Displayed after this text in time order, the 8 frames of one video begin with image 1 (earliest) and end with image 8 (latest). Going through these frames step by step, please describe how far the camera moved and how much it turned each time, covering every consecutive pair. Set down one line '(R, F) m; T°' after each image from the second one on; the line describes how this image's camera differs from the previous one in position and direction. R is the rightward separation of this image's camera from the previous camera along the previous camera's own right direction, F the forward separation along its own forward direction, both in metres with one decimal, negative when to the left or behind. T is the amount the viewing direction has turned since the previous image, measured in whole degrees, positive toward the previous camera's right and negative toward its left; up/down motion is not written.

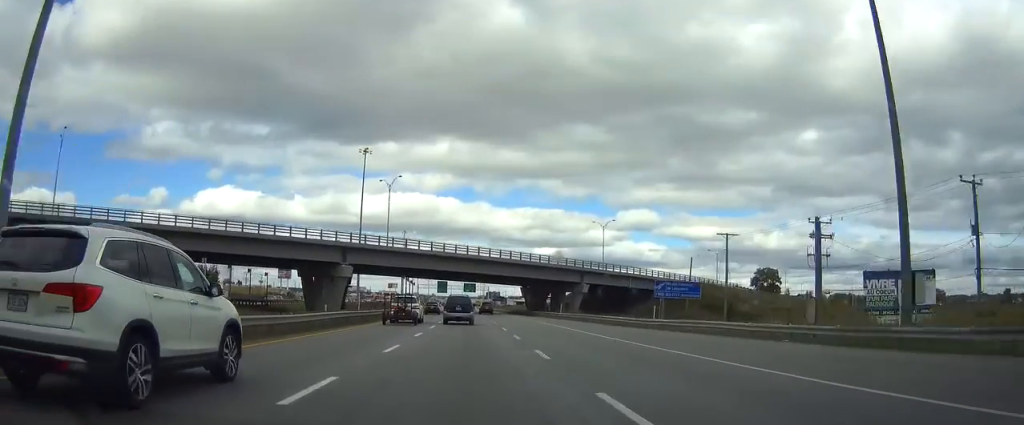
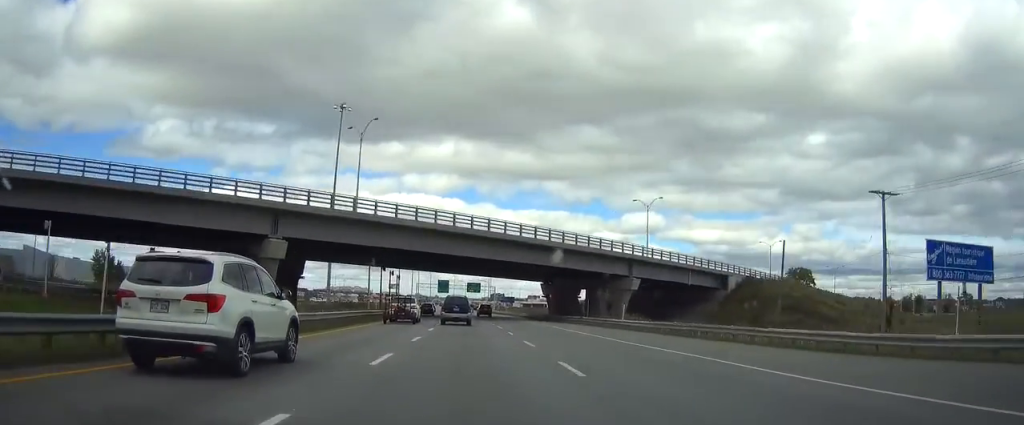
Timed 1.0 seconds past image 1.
(-0.1, +31.0) m; 0°
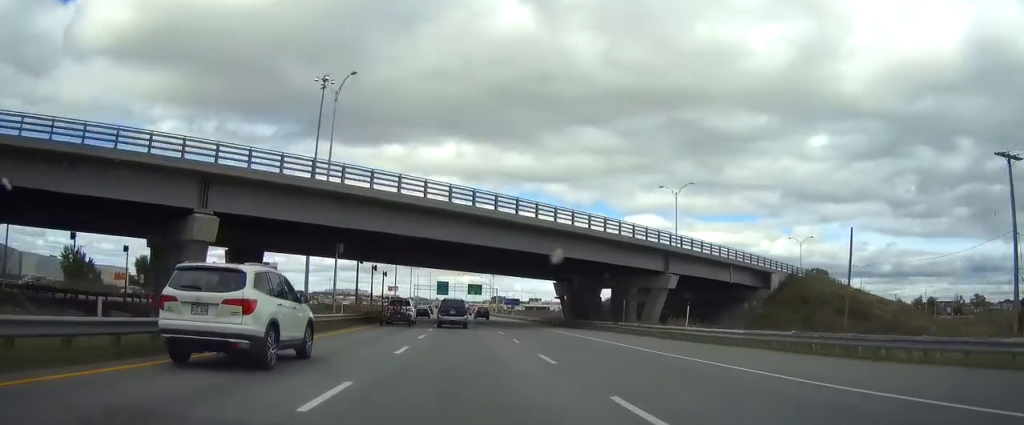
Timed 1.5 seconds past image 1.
(0.0, +14.5) m; 0°
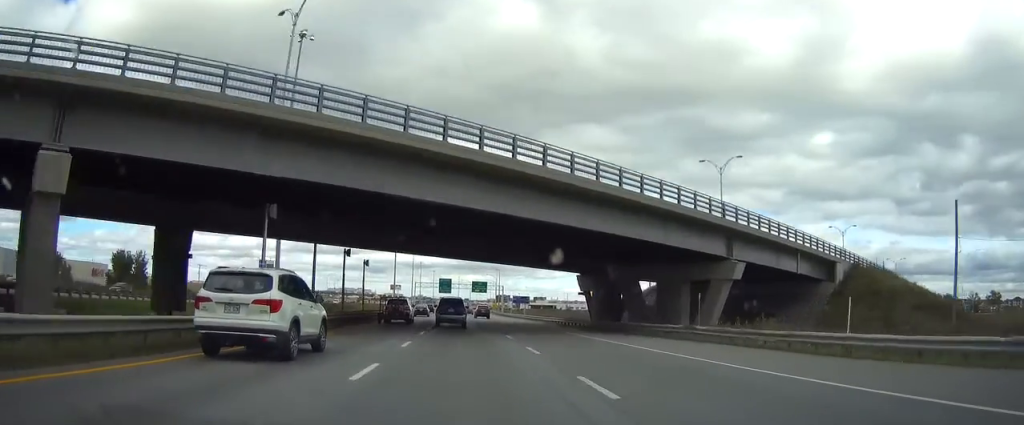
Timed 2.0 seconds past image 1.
(-0.1, +15.7) m; 0°
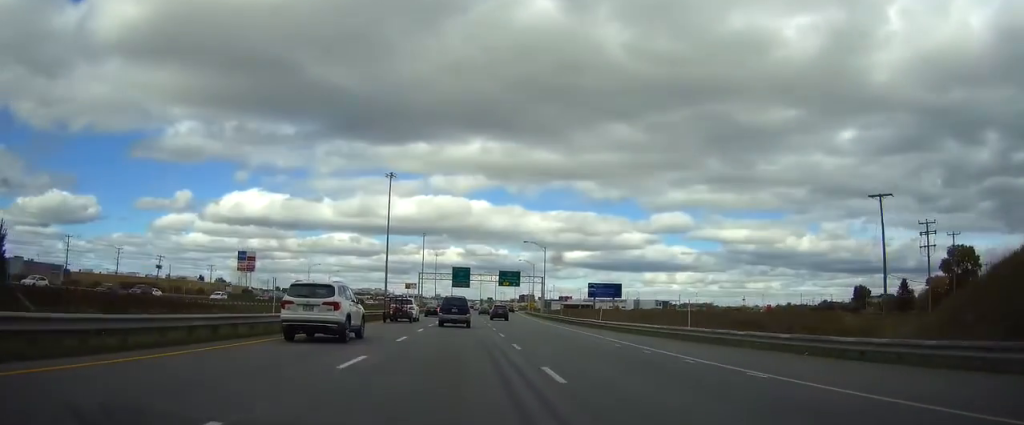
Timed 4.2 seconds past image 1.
(-0.6, +70.3) m; -1°
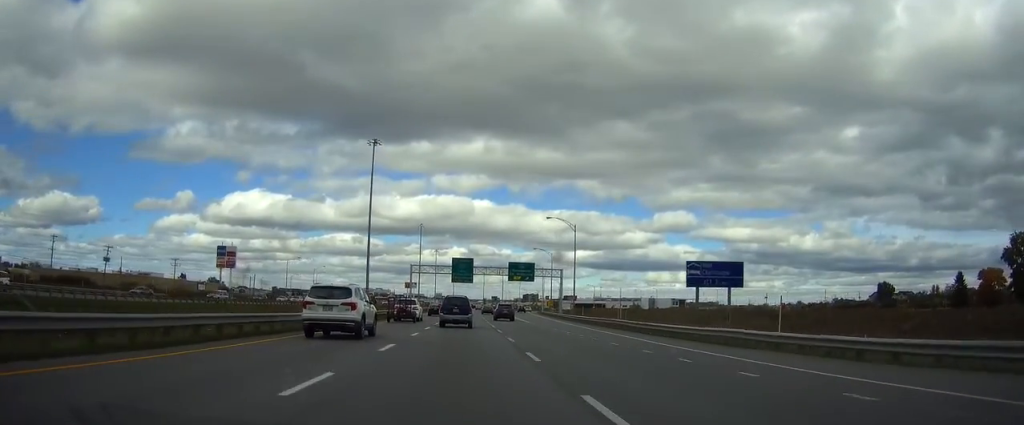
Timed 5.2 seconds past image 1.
(-0.2, +31.8) m; -1°
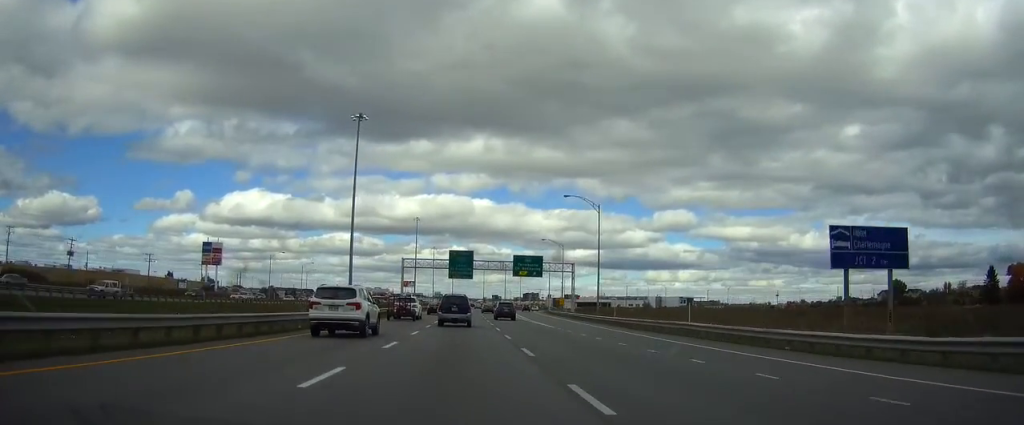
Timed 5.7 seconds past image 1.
(-0.1, +17.0) m; 0°
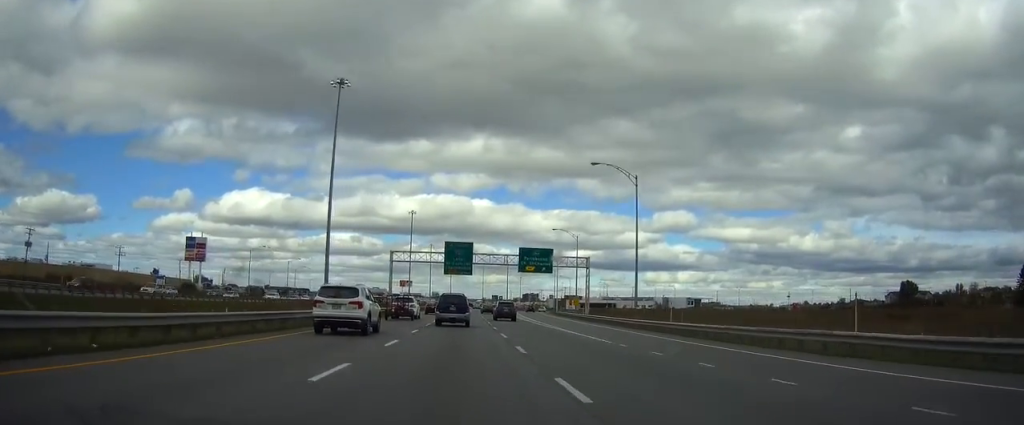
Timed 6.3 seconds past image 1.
(-0.1, +17.1) m; 0°
